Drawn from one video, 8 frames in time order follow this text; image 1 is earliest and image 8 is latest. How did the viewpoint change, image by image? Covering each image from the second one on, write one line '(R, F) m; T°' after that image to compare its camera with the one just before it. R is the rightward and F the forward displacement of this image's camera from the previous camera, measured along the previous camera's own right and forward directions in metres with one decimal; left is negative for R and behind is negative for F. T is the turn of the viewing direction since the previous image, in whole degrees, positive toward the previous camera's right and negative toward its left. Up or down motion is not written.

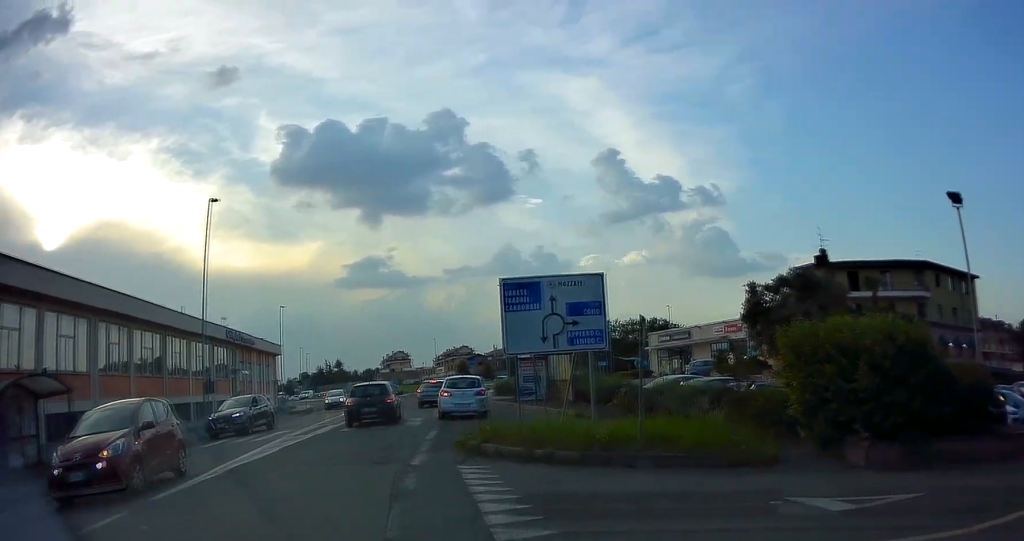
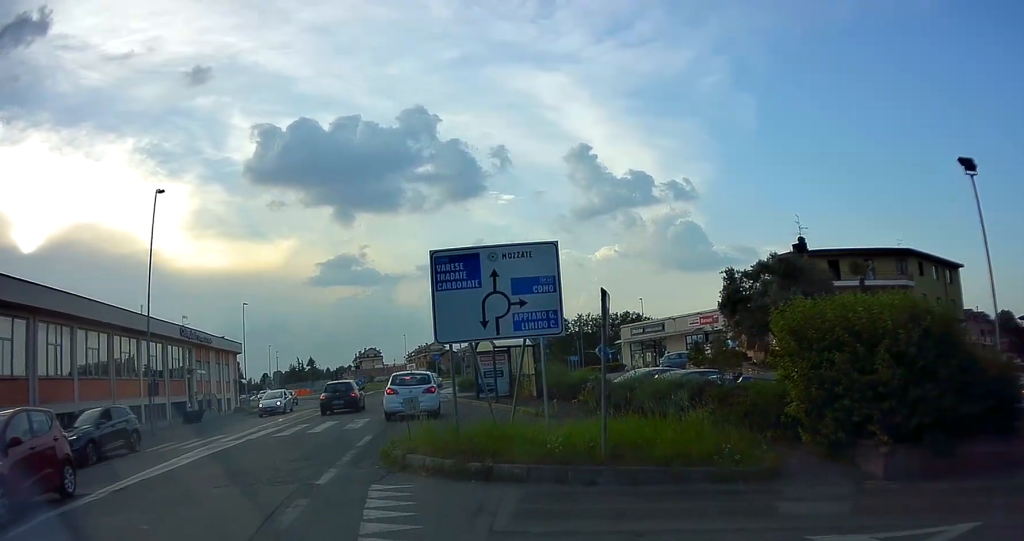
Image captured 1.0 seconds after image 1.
(+0.1, +2.9) m; 0°
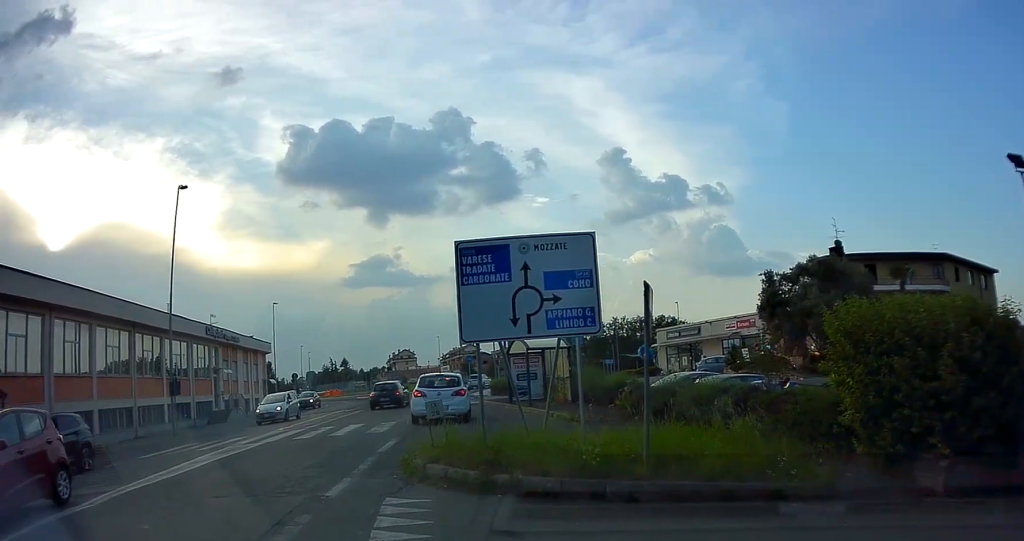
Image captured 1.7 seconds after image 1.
(0.0, +1.2) m; -3°
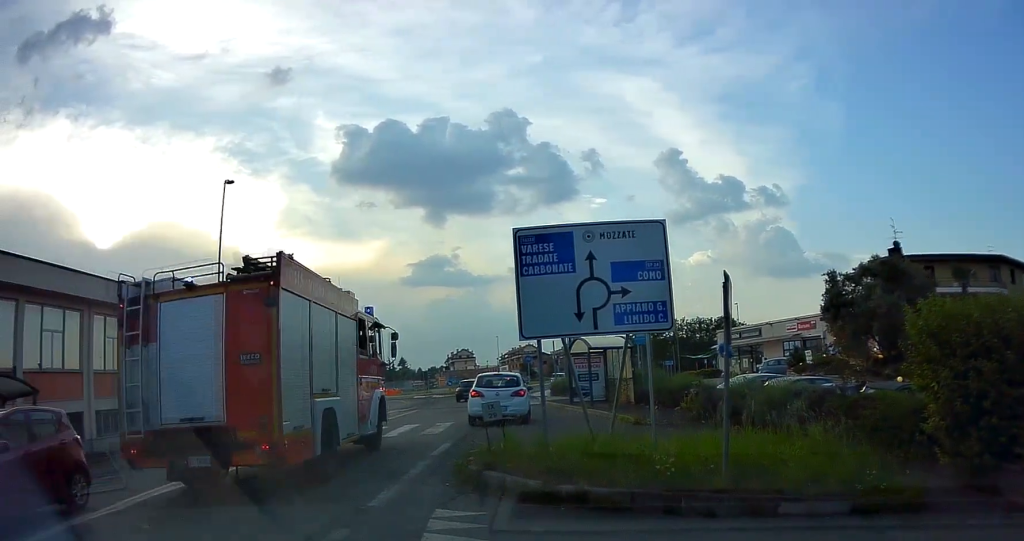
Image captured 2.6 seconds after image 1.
(-0.1, +1.3) m; -8°
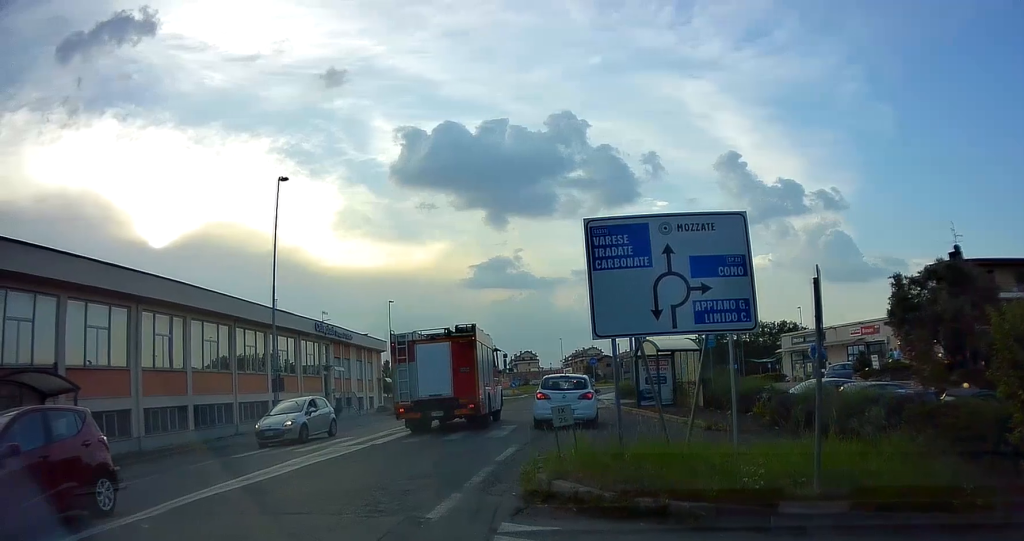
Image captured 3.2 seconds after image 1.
(0.0, +1.1) m; -5°
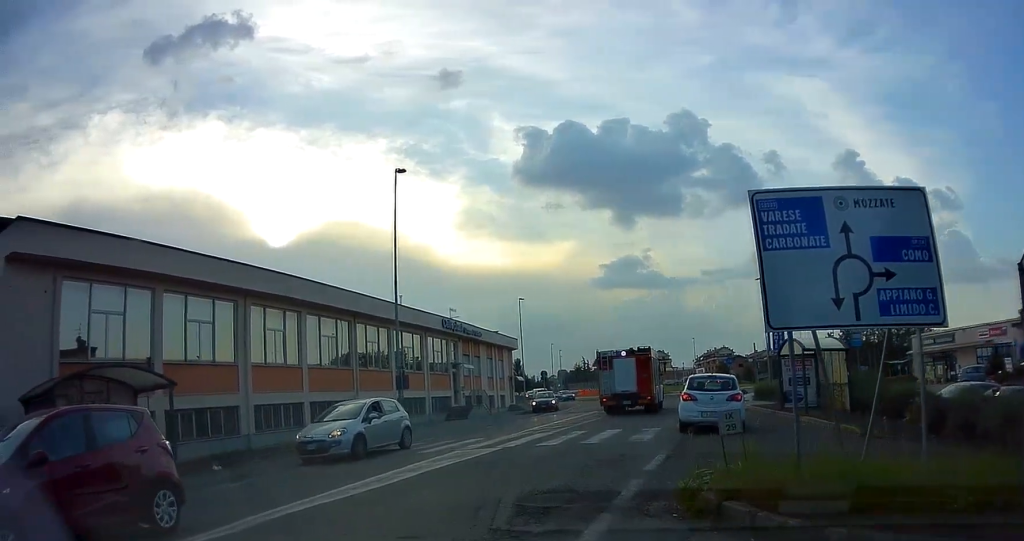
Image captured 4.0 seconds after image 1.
(-0.1, +1.4) m; -12°
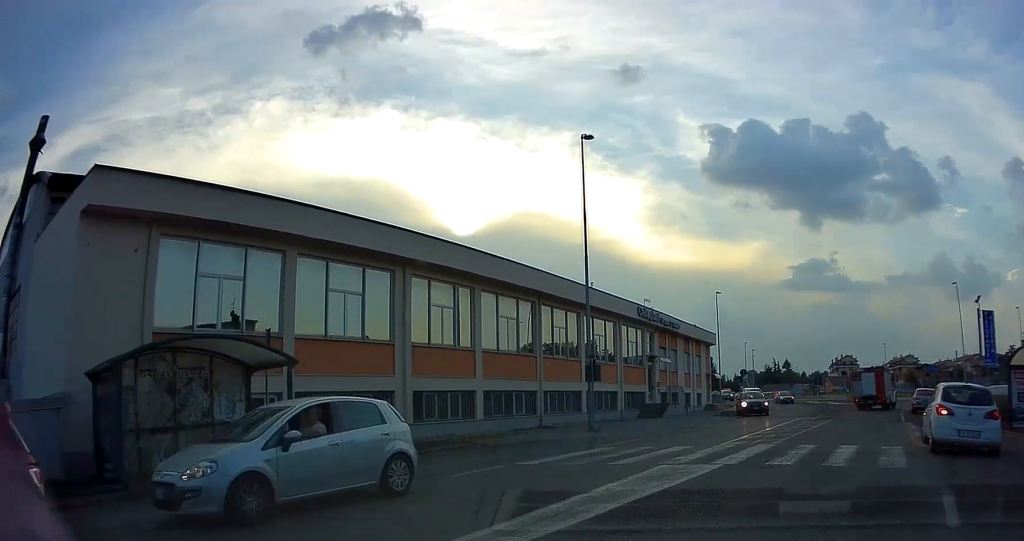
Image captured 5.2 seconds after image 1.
(-0.6, +2.8) m; -8°
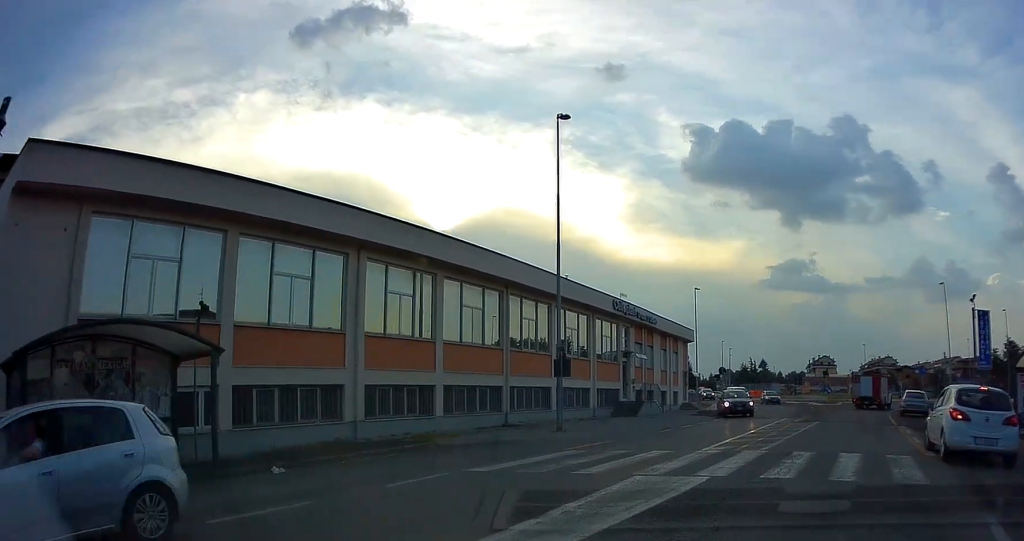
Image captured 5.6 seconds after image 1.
(0.0, +1.4) m; +4°
